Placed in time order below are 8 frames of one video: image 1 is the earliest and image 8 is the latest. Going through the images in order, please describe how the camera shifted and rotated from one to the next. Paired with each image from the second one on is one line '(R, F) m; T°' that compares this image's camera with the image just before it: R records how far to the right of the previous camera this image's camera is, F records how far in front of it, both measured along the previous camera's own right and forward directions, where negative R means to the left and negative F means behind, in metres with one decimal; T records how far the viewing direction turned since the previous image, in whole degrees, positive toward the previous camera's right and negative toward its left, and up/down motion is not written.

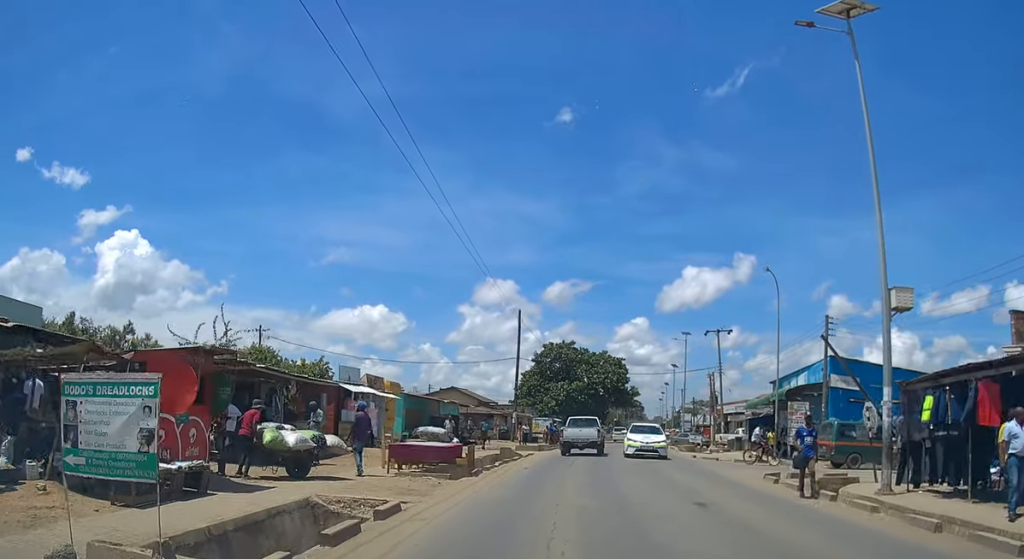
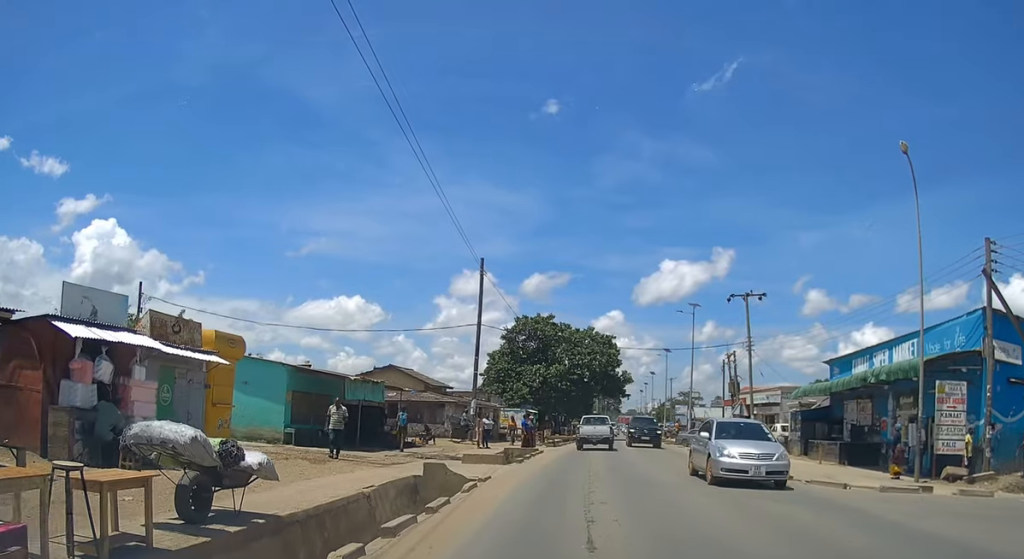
(+0.7, +16.2) m; +4°
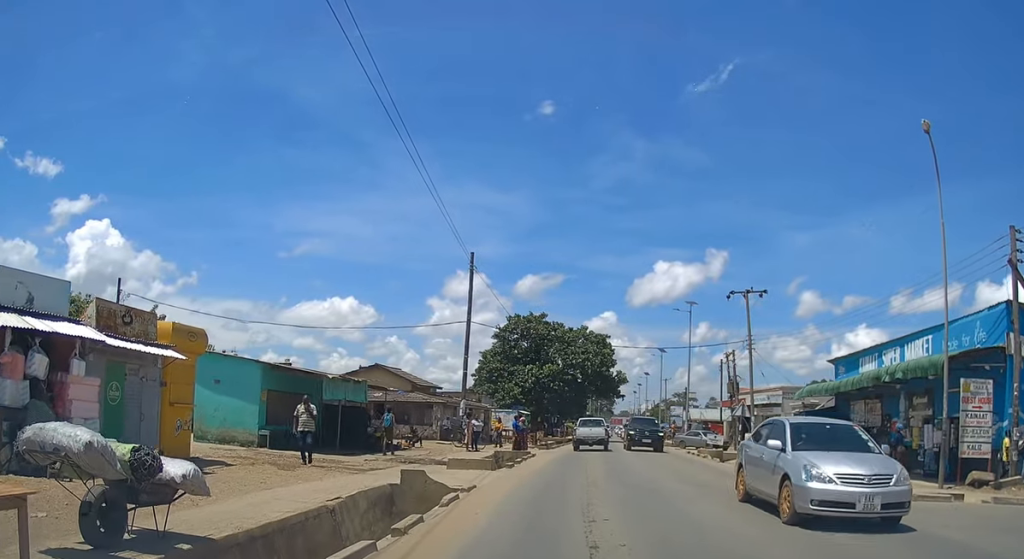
(0.0, +1.9) m; +1°
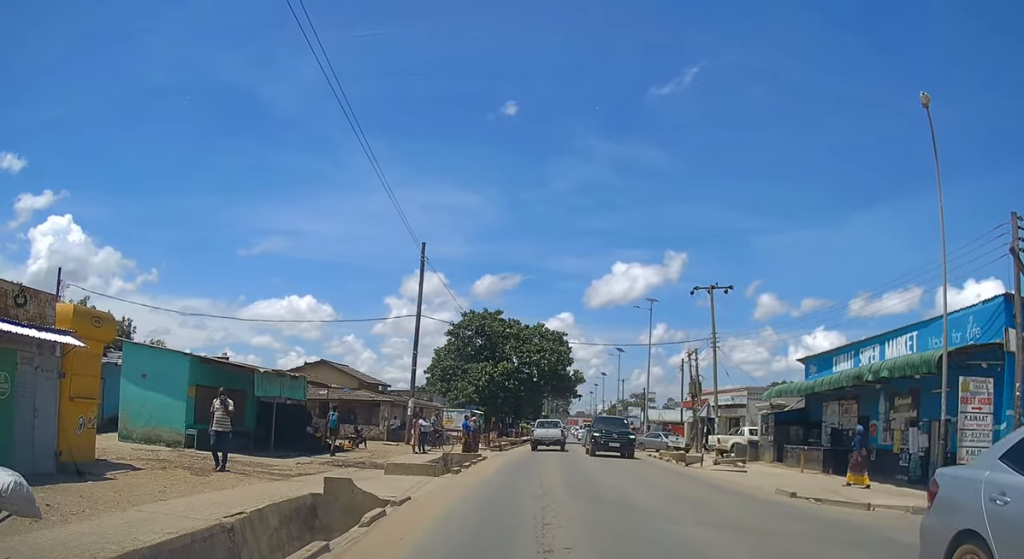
(0.0, +2.3) m; +6°
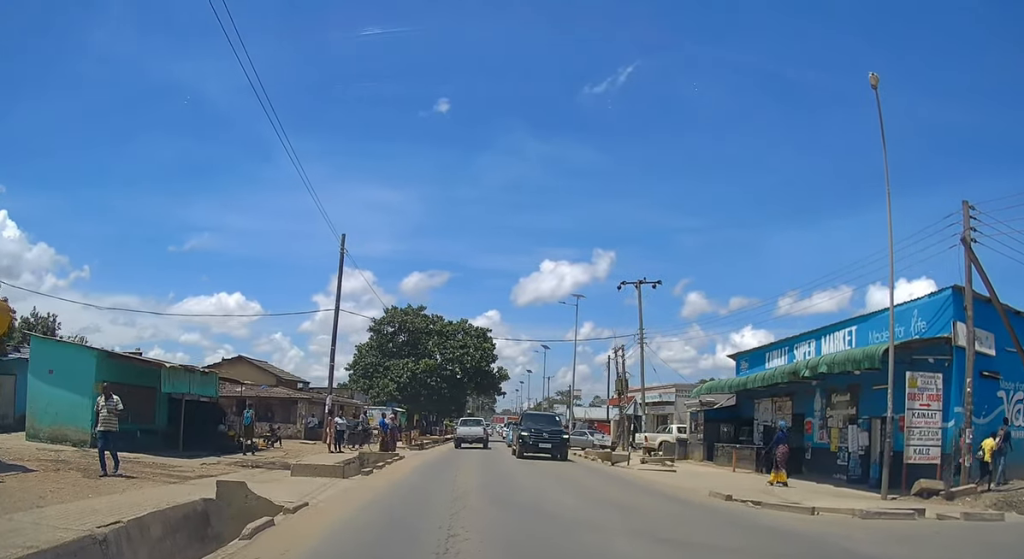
(-0.1, +1.2) m; +9°
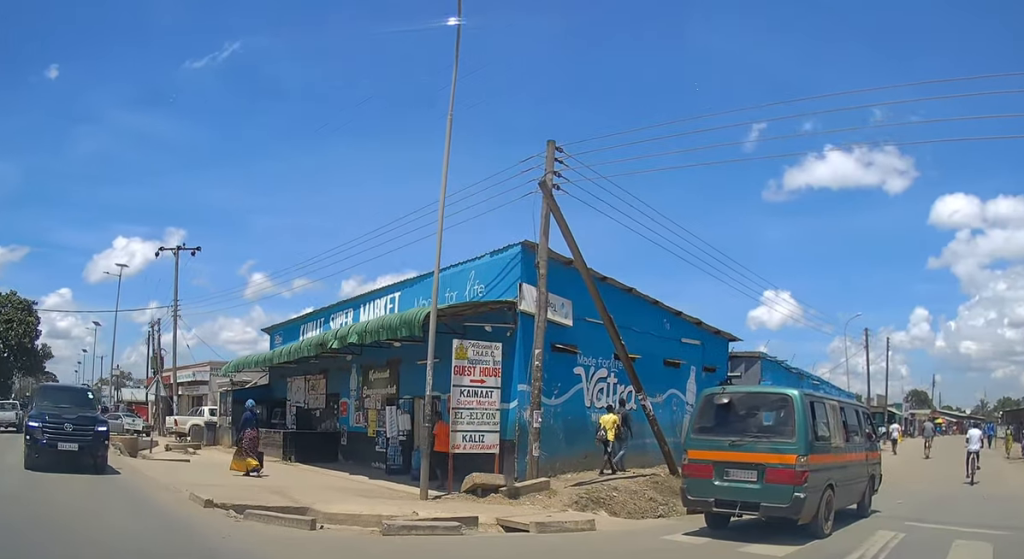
(+1.2, +2.9) m; +45°
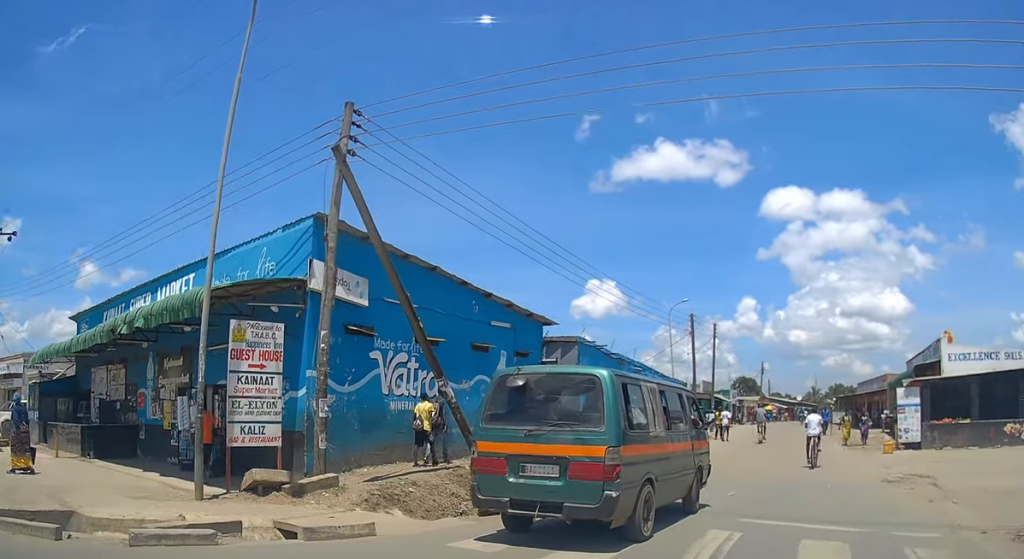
(+0.2, +1.3) m; +11°
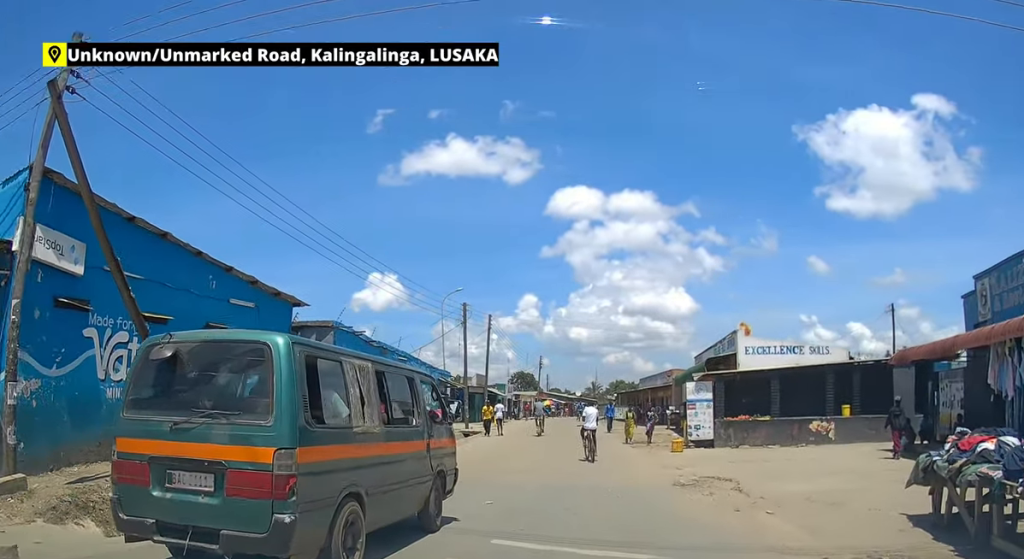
(+0.3, +2.1) m; +8°
